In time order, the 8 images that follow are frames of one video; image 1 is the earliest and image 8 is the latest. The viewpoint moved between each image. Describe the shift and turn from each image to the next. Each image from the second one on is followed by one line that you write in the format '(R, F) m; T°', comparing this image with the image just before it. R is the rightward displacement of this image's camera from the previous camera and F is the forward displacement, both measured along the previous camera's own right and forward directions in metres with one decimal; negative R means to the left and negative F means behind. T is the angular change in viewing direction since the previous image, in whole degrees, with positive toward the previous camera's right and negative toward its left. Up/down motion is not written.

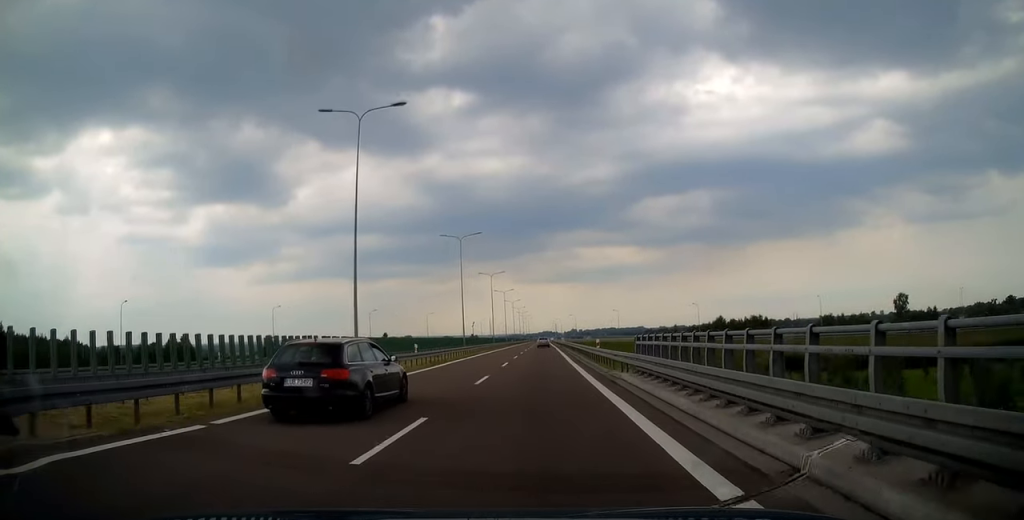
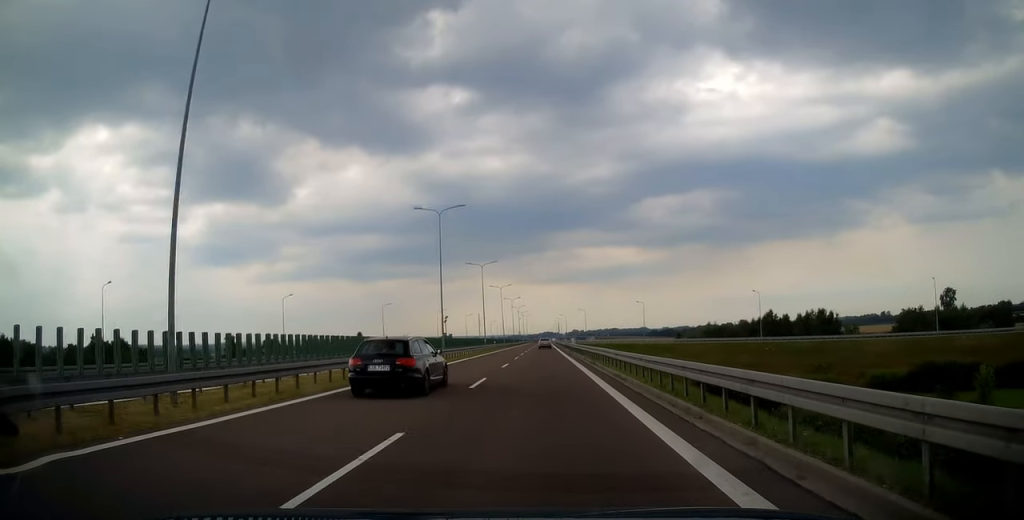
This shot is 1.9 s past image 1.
(+0.6, +49.7) m; +1°
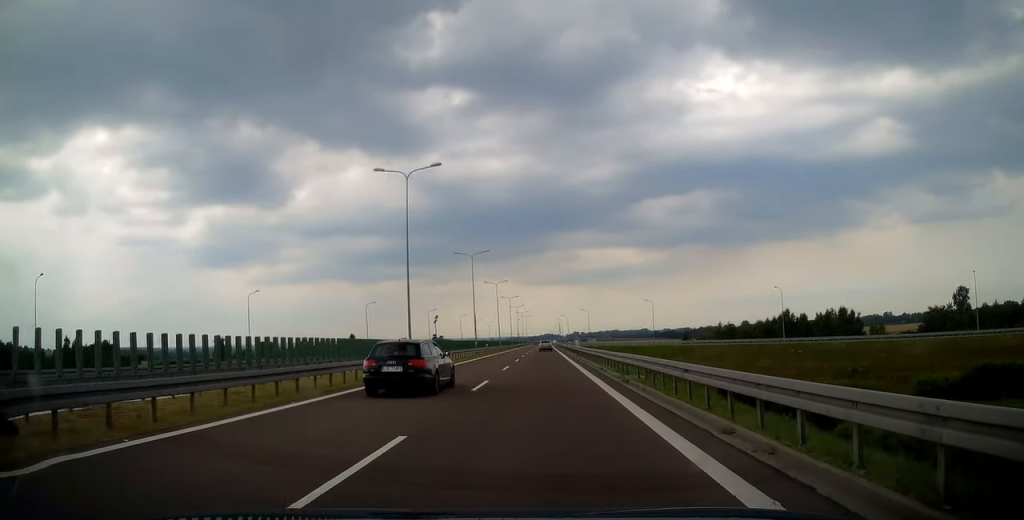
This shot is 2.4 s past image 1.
(0.0, +12.1) m; 0°
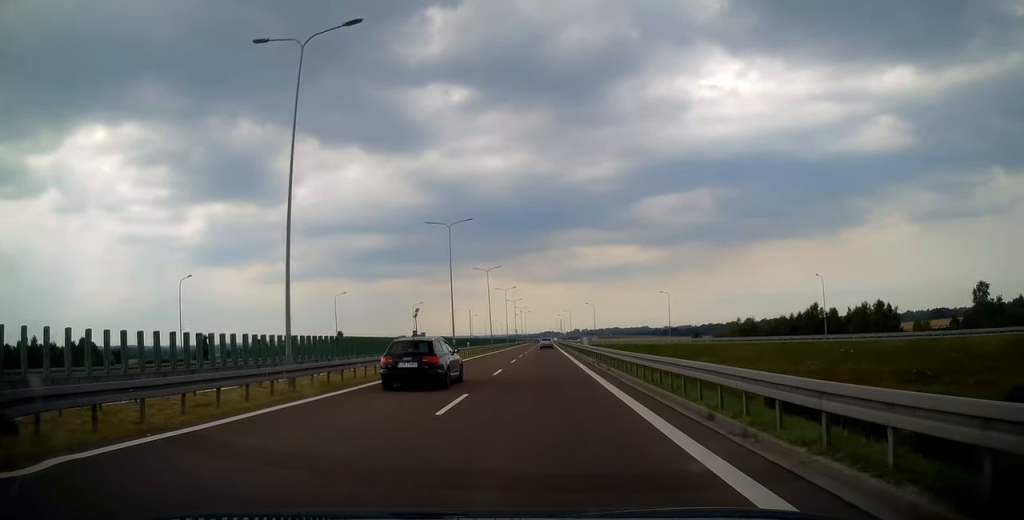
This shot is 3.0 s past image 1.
(-0.1, +17.7) m; -1°
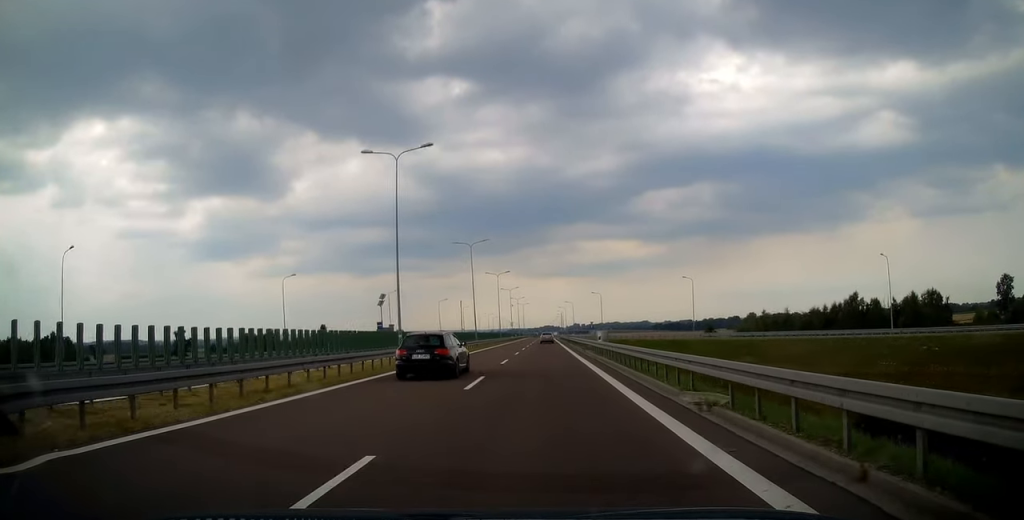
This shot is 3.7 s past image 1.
(-0.1, +20.2) m; 0°
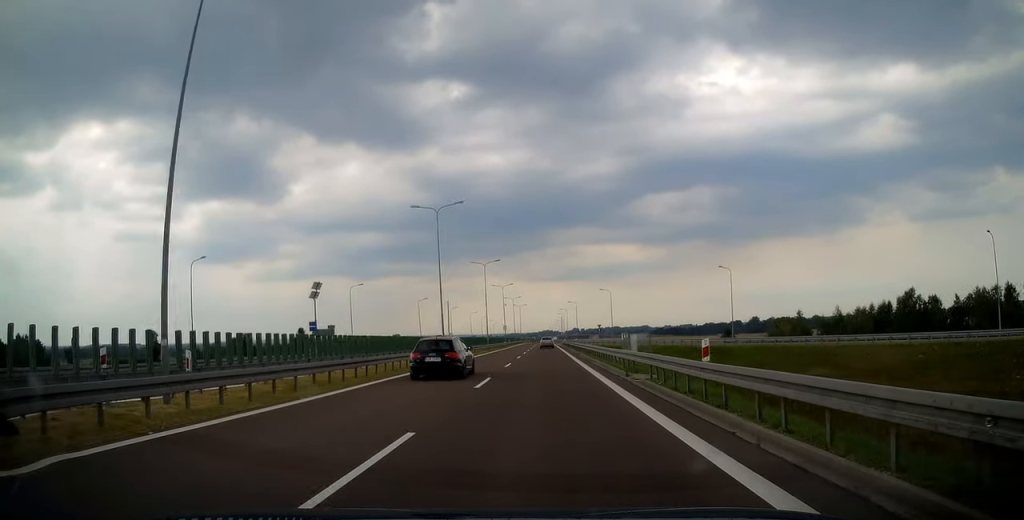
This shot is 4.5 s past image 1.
(0.0, +22.2) m; 0°
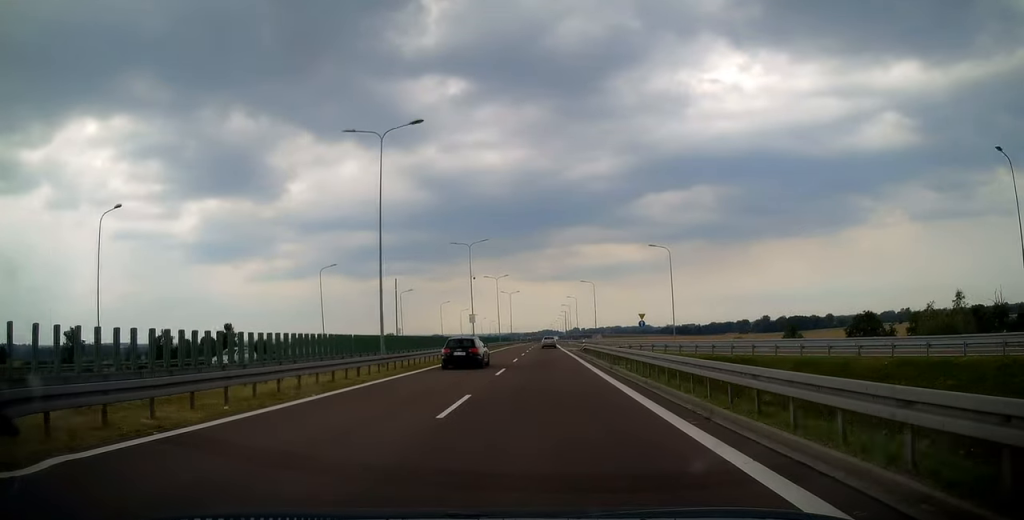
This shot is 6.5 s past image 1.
(+0.4, +54.8) m; 0°
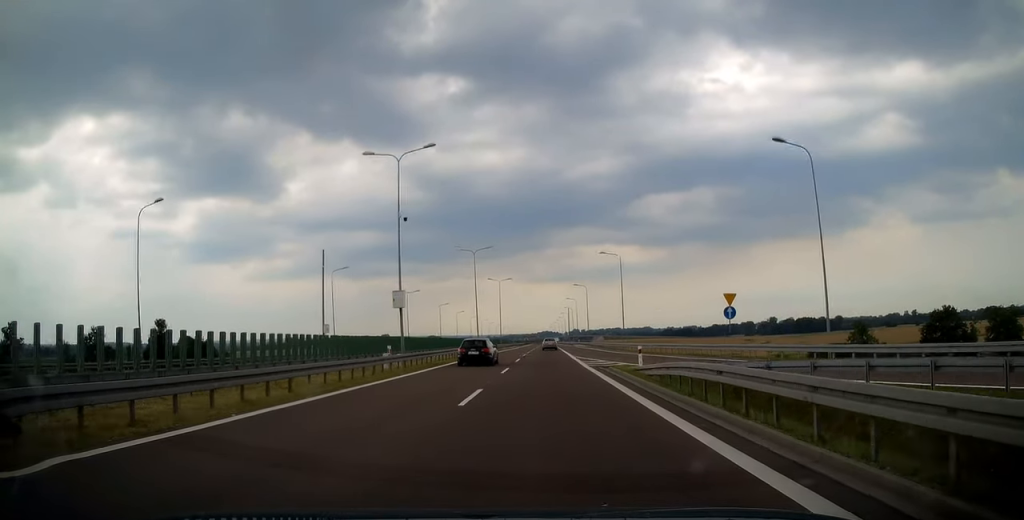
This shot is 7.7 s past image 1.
(+0.1, +33.8) m; 0°
